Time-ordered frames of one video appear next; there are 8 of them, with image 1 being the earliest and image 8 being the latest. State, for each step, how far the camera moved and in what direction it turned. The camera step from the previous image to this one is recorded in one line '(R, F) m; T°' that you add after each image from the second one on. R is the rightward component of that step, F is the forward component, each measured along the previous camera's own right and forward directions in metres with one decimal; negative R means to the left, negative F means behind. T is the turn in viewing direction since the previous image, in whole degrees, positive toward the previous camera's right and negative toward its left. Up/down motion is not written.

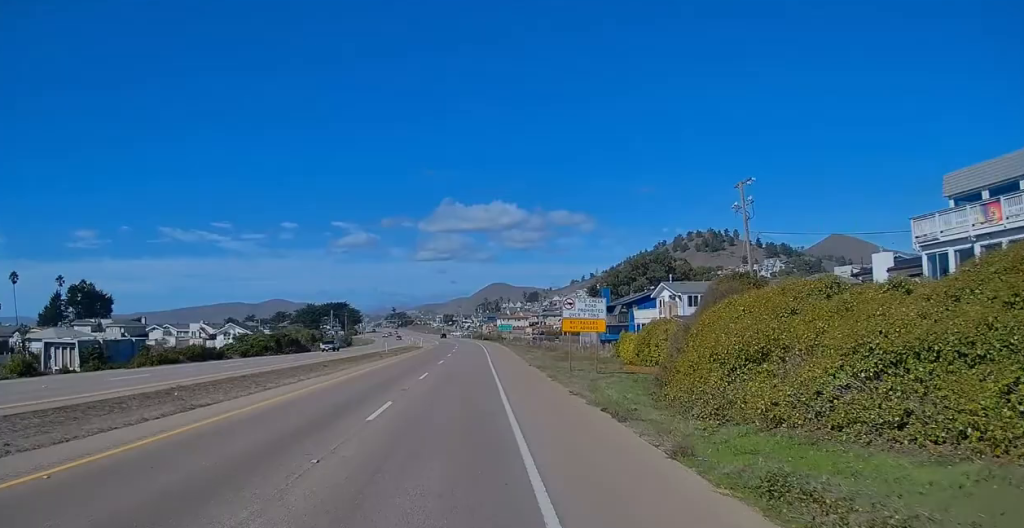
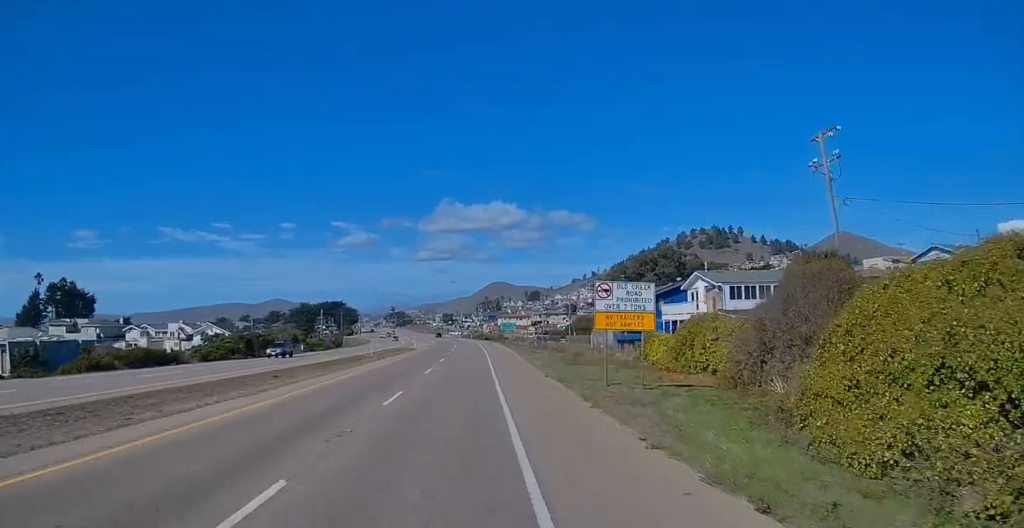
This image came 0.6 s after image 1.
(+0.2, +11.7) m; 0°
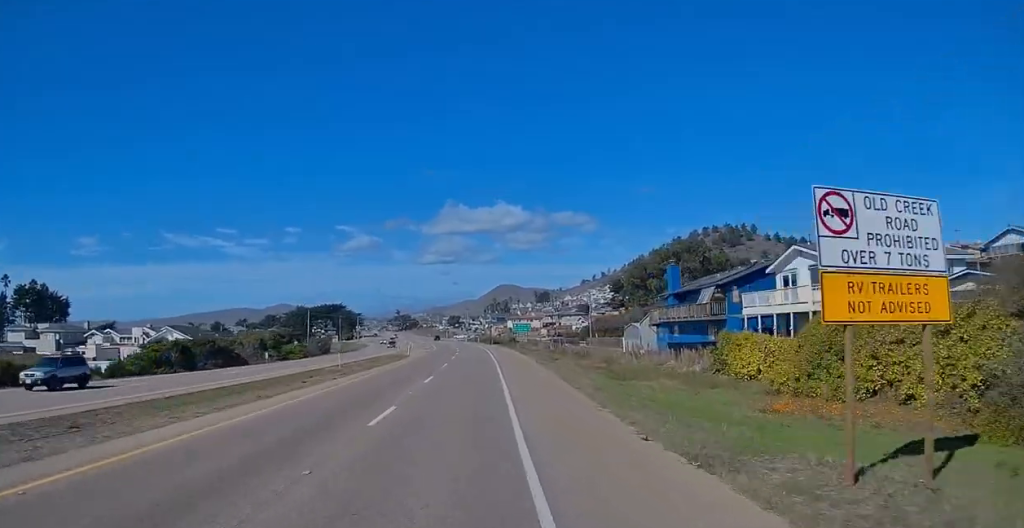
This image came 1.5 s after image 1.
(-0.2, +19.3) m; -1°
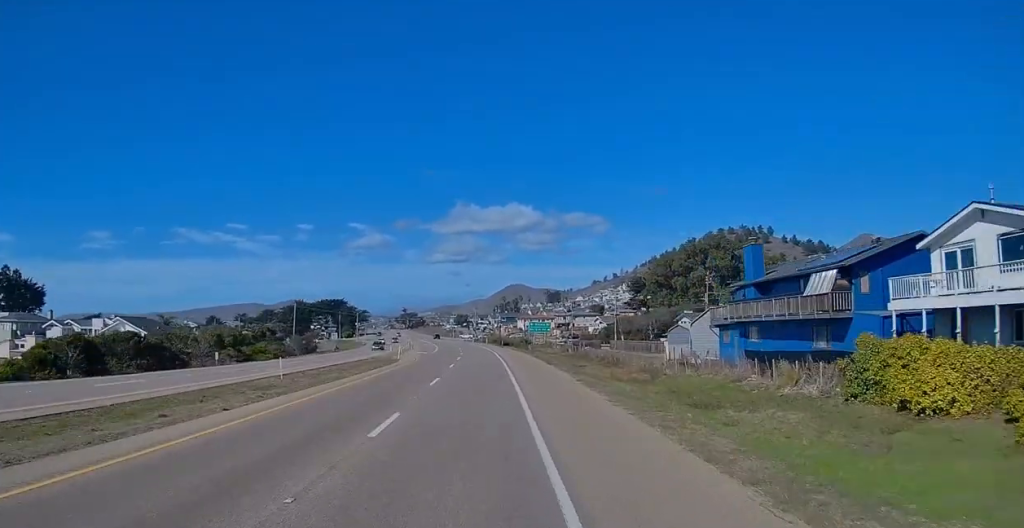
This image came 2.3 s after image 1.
(-0.2, +17.5) m; -1°
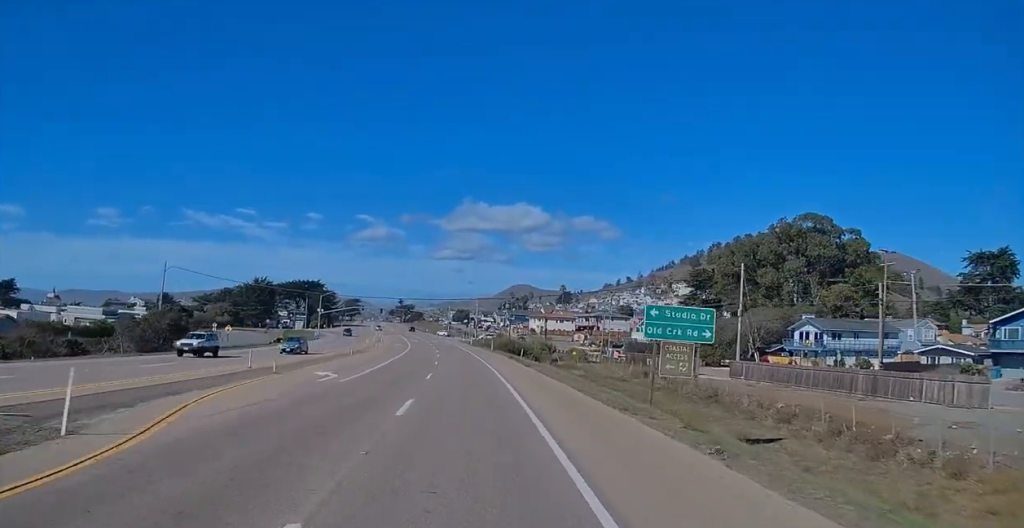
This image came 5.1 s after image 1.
(-0.4, +54.9) m; -2°
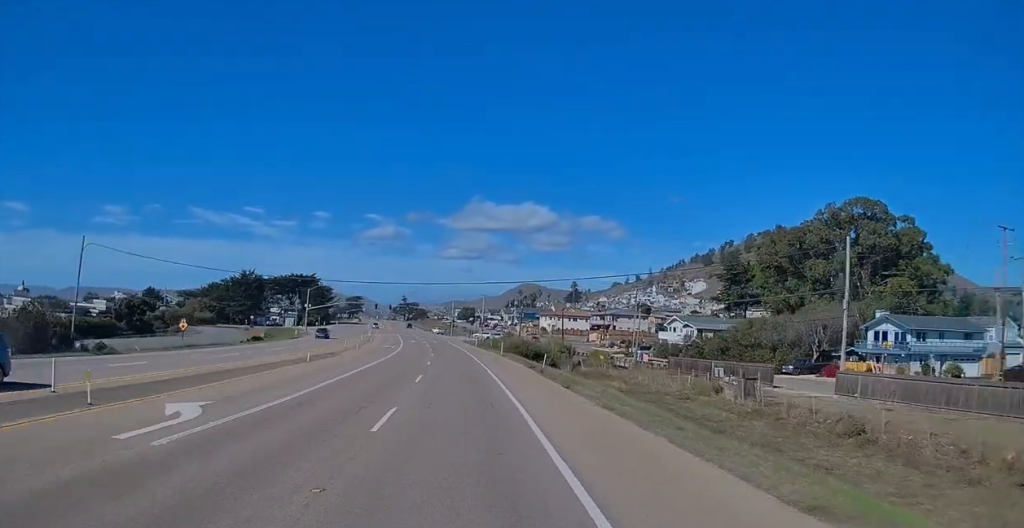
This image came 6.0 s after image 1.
(-0.1, +17.5) m; -1°
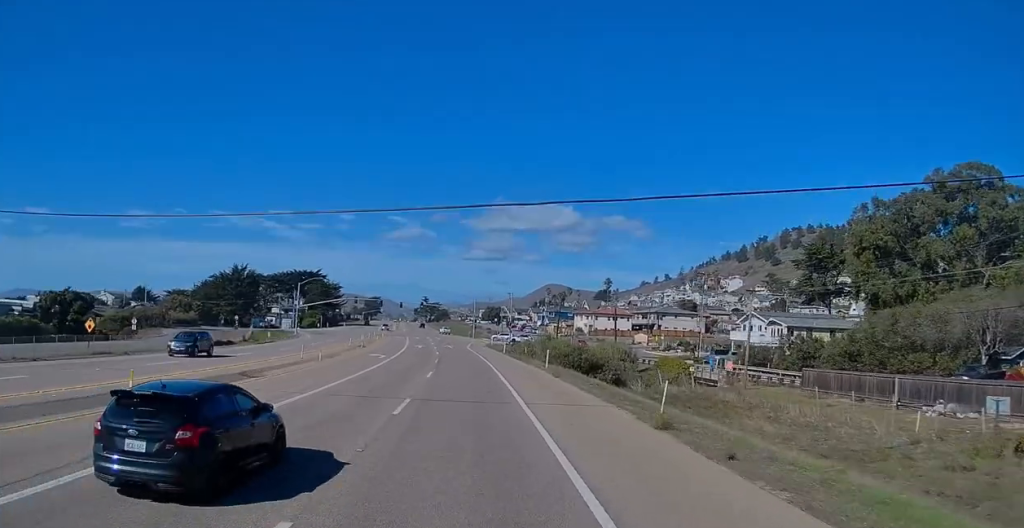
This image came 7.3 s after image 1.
(-0.2, +27.5) m; 0°
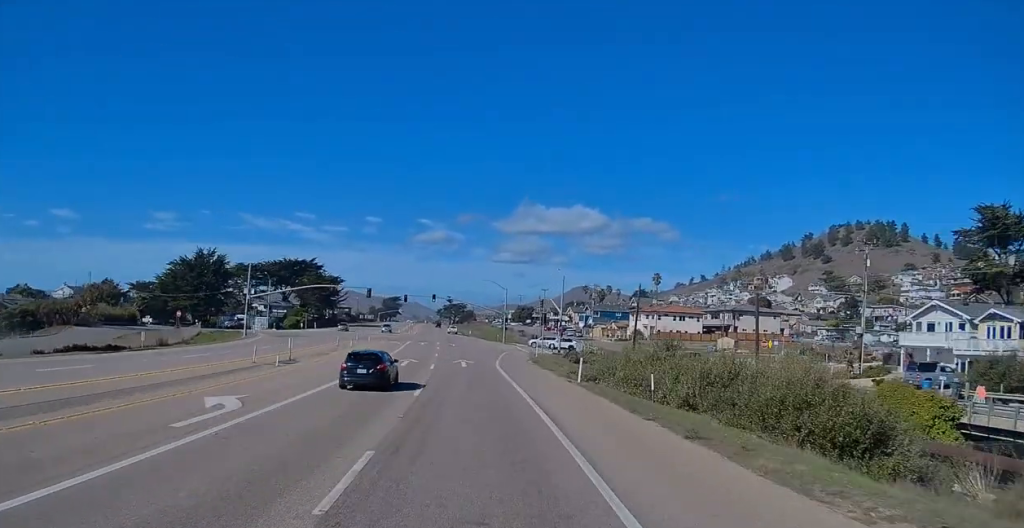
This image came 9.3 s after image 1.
(-0.5, +38.6) m; -4°
